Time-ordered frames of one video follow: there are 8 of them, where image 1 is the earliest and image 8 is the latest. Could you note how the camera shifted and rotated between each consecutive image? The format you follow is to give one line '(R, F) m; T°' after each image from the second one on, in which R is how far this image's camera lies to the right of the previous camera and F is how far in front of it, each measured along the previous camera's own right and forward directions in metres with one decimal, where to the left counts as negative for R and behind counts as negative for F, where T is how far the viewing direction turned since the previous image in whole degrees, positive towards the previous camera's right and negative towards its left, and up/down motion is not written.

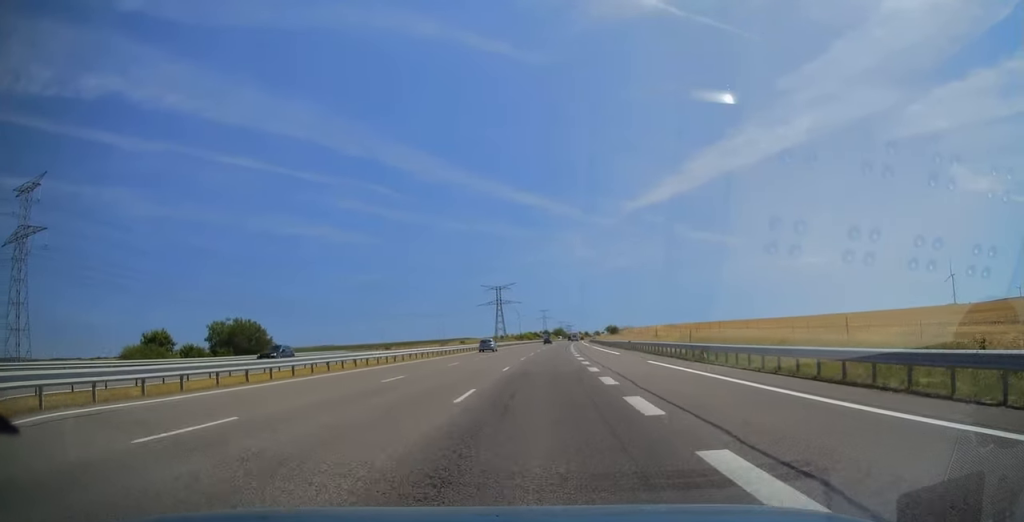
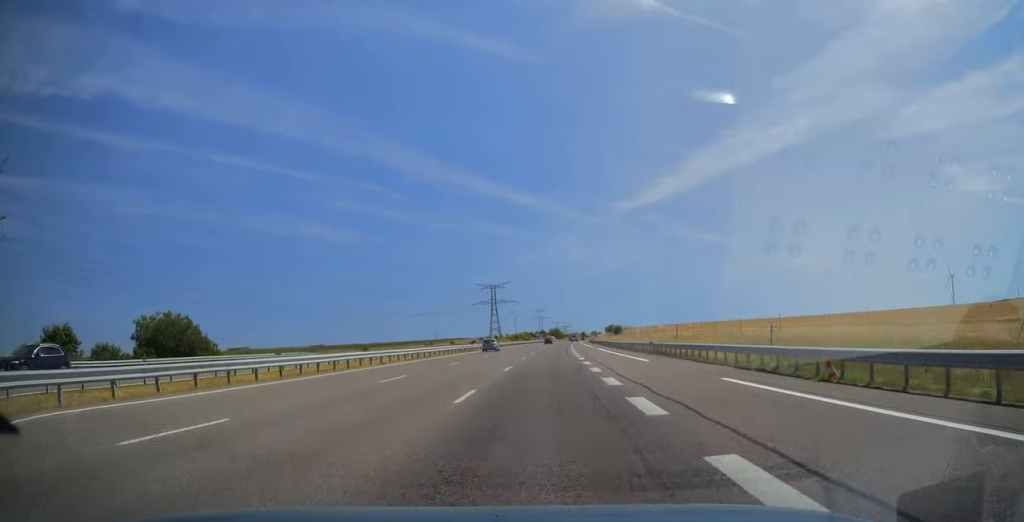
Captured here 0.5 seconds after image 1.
(-0.1, +13.3) m; 0°
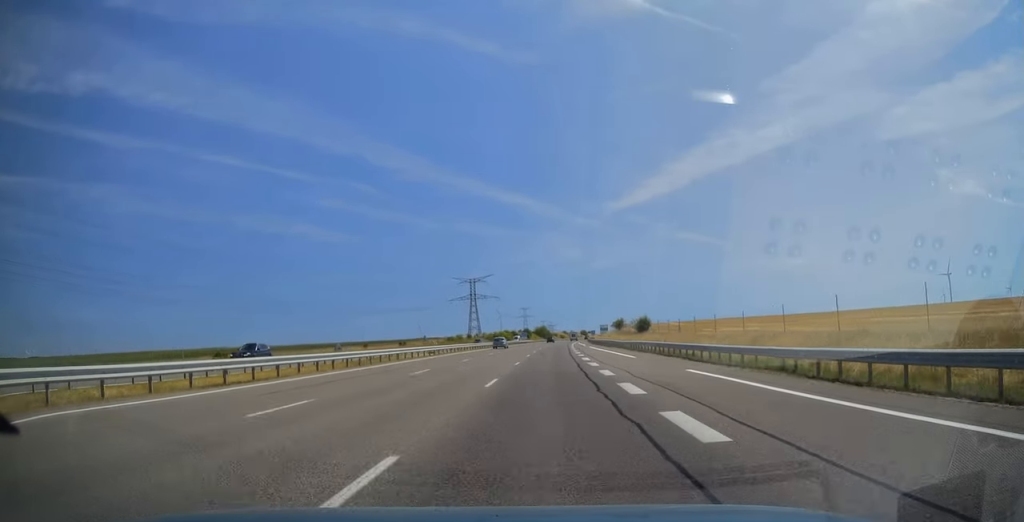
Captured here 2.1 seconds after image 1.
(+0.8, +48.1) m; +1°
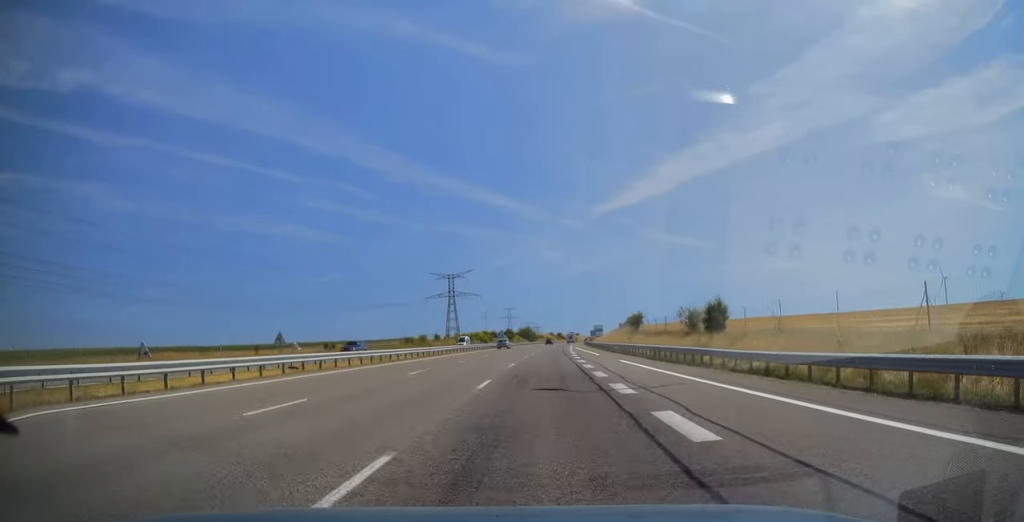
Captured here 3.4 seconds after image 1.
(+0.5, +38.8) m; +1°
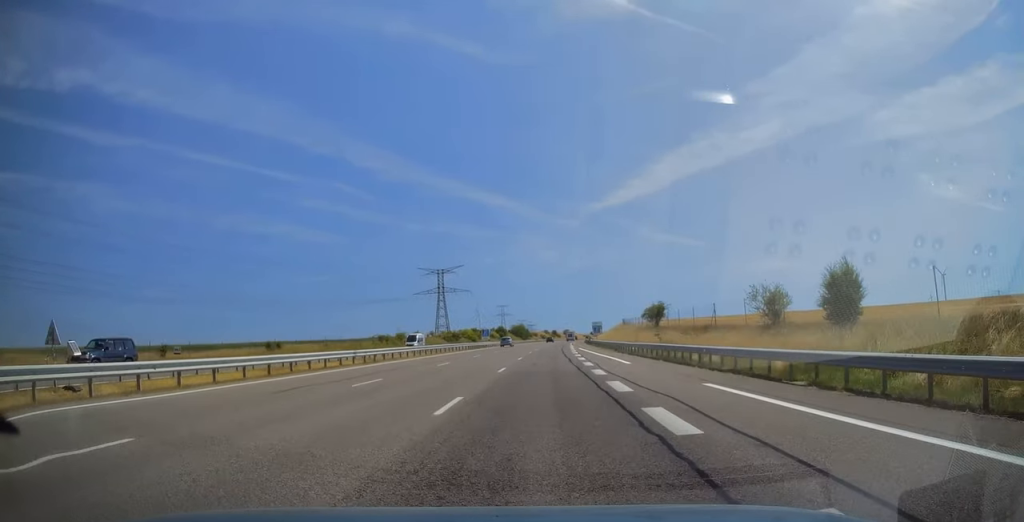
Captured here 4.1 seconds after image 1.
(0.0, +19.1) m; +1°
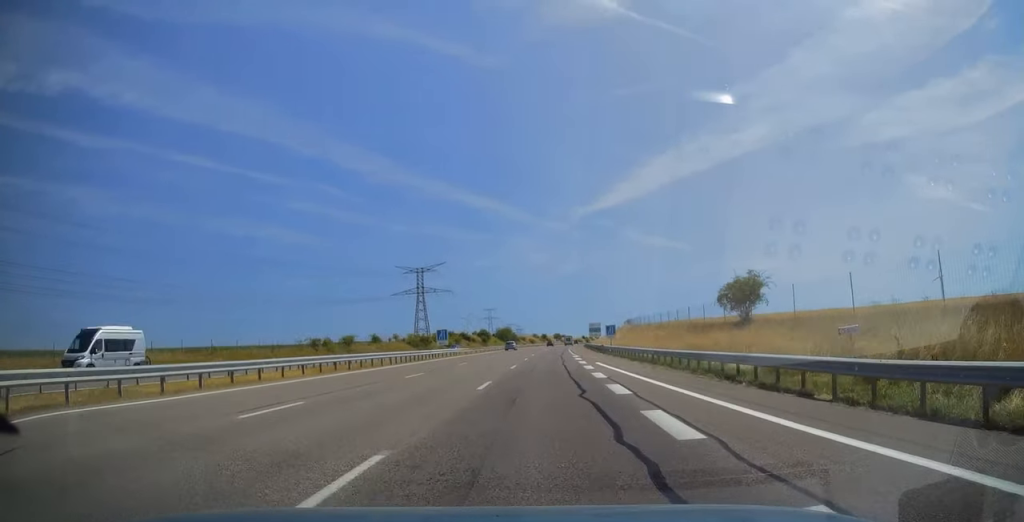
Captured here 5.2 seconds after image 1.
(+0.3, +32.3) m; +1°
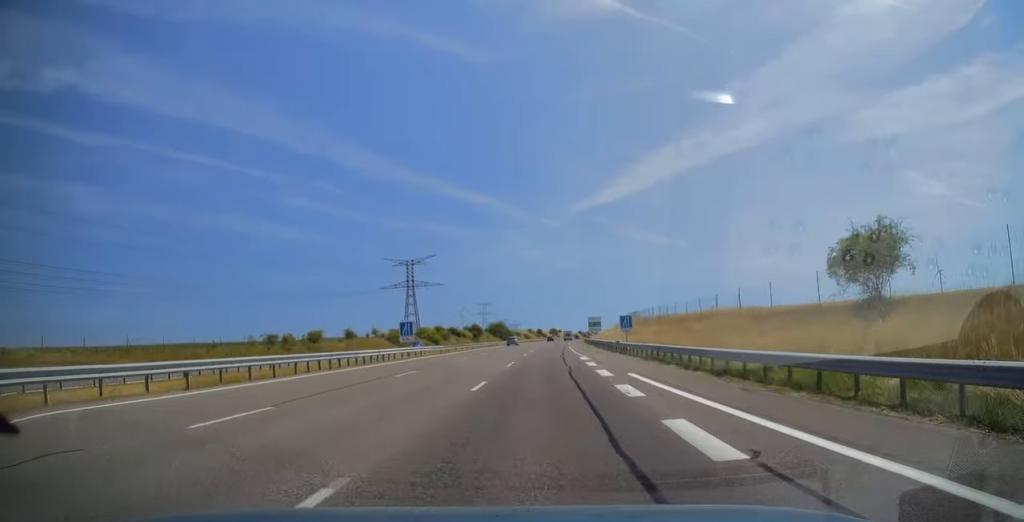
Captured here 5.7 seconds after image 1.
(+0.1, +14.7) m; 0°
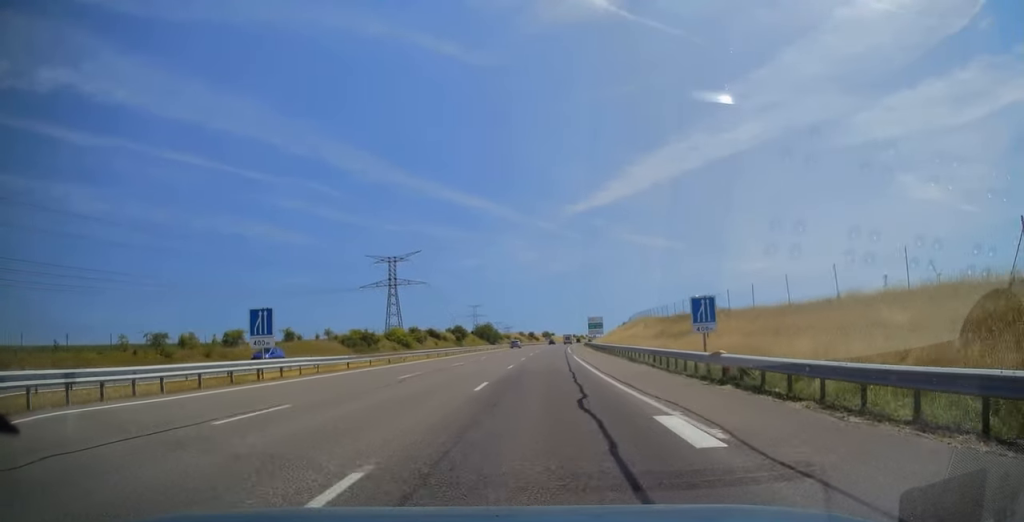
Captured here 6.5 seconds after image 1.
(0.0, +25.0) m; +1°
